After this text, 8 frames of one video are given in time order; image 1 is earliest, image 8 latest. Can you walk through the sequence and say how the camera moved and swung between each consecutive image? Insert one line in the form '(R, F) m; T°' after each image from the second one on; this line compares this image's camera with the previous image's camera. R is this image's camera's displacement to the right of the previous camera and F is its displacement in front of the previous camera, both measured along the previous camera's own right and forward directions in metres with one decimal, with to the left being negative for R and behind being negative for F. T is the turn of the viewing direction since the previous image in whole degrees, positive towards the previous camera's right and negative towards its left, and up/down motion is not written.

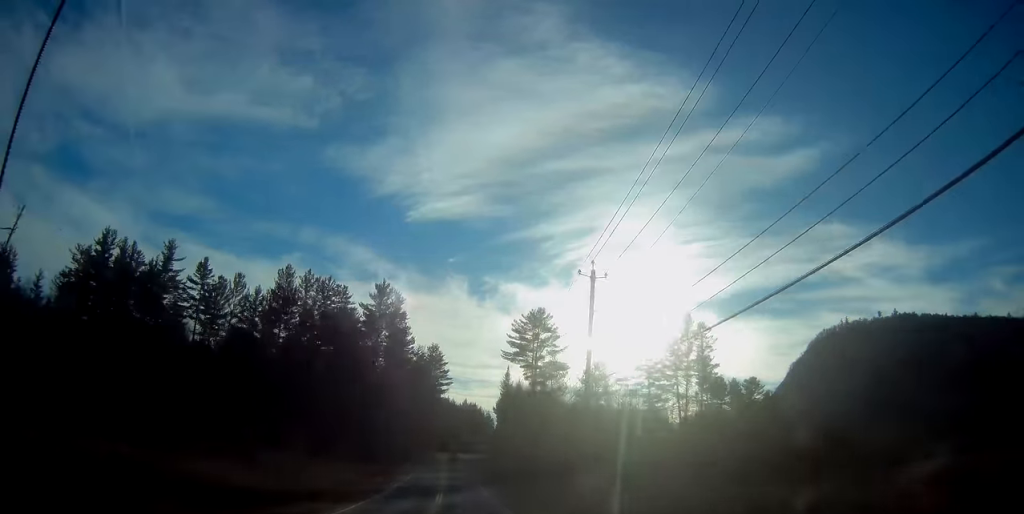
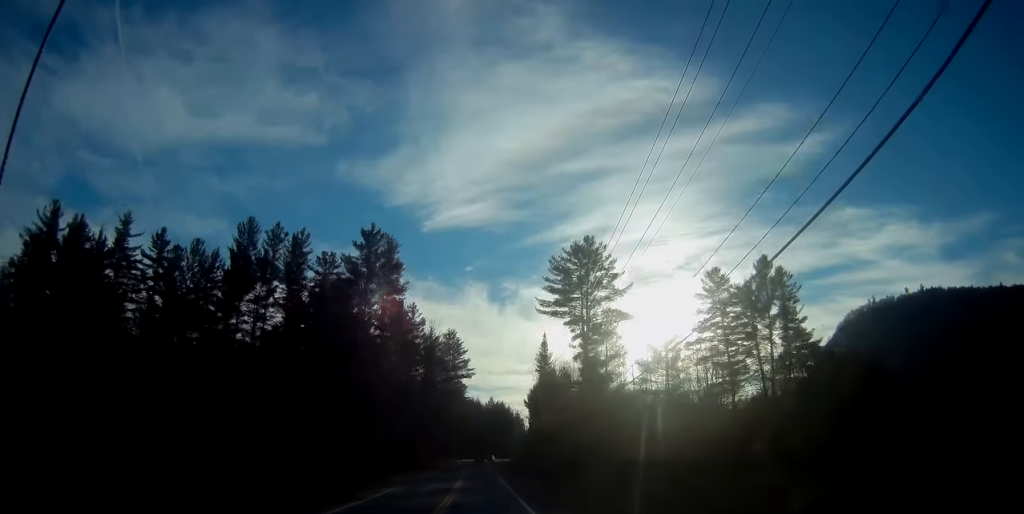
(-0.7, +27.3) m; -2°
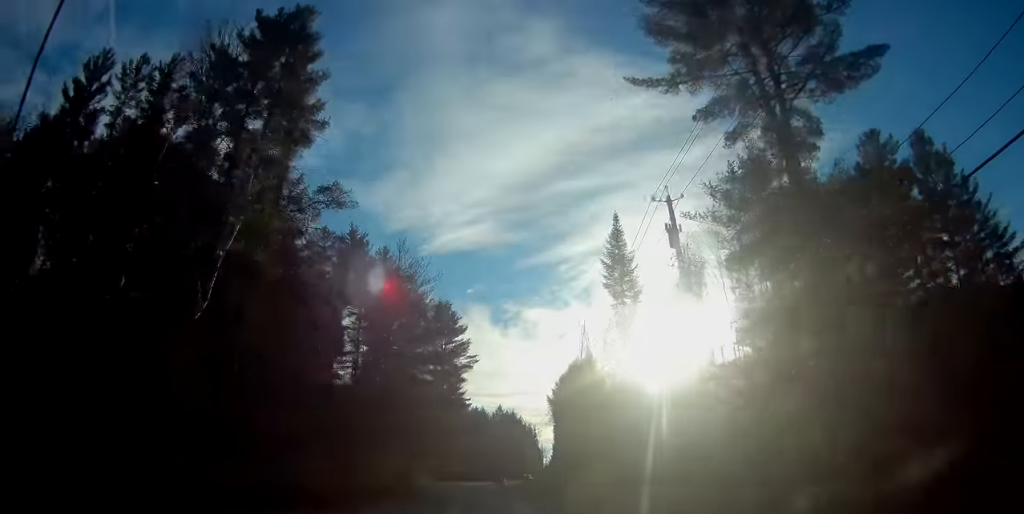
(-0.6, +43.5) m; -2°
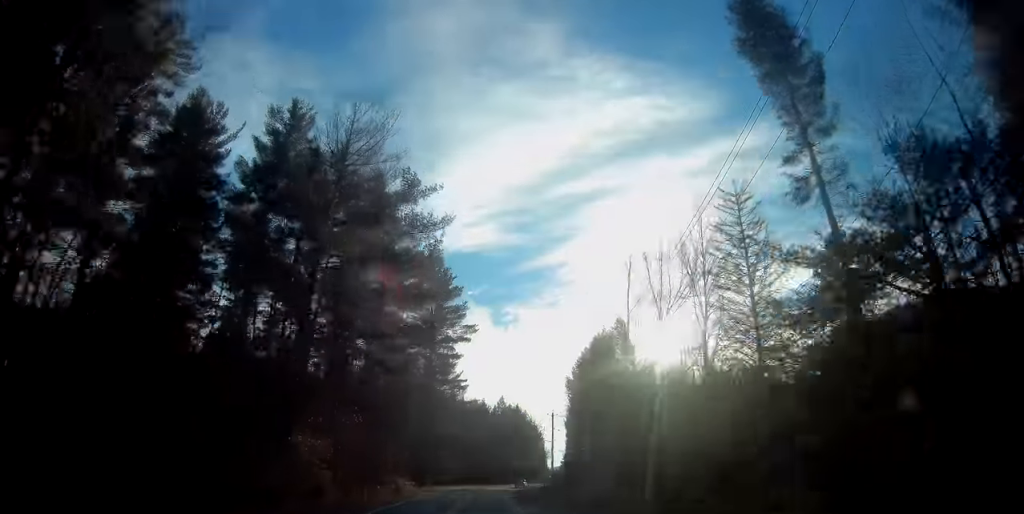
(-0.3, +23.4) m; 0°
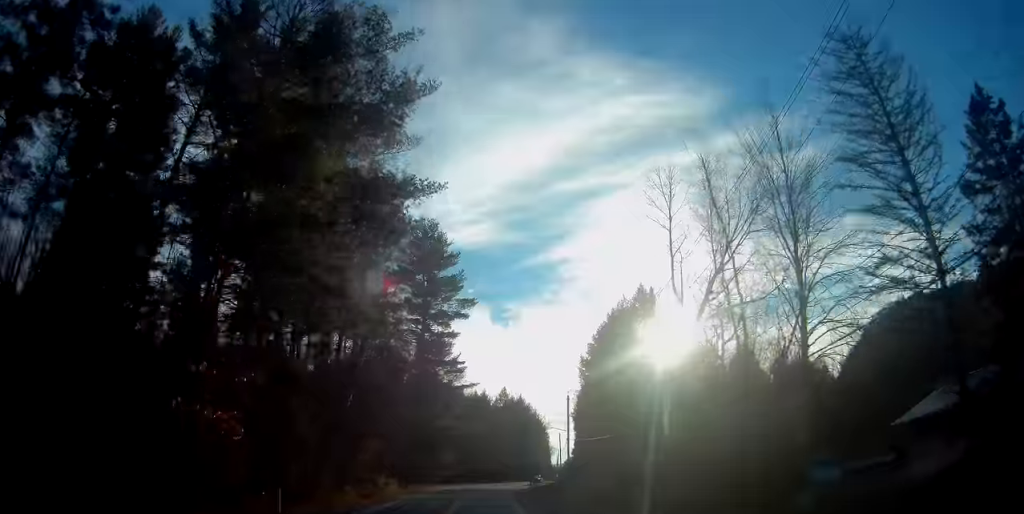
(+0.2, +11.7) m; +1°
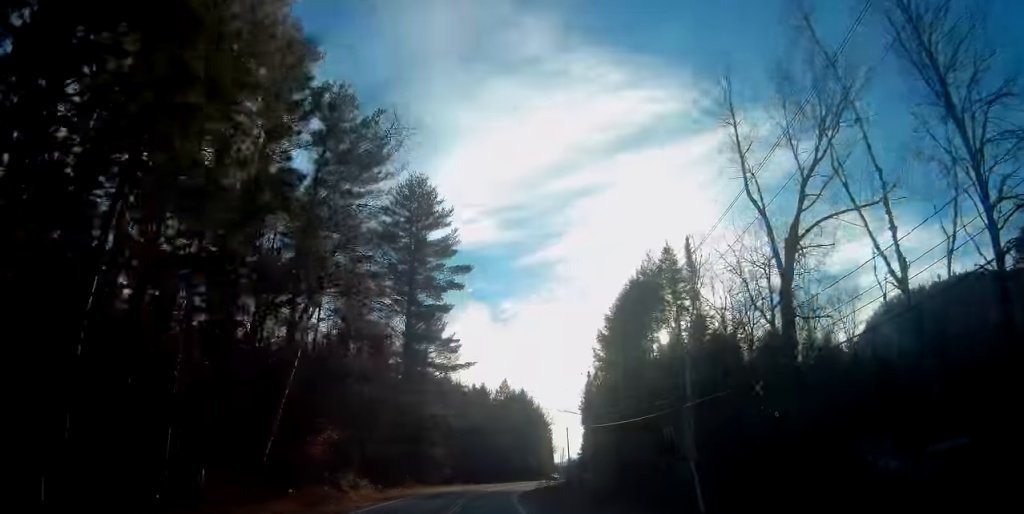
(0.0, +11.8) m; 0°
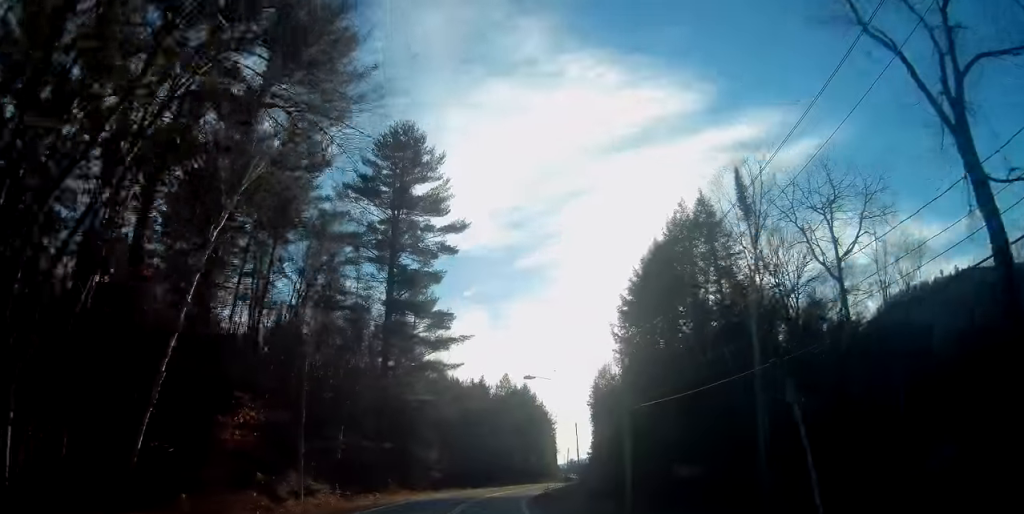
(0.0, +11.1) m; 0°
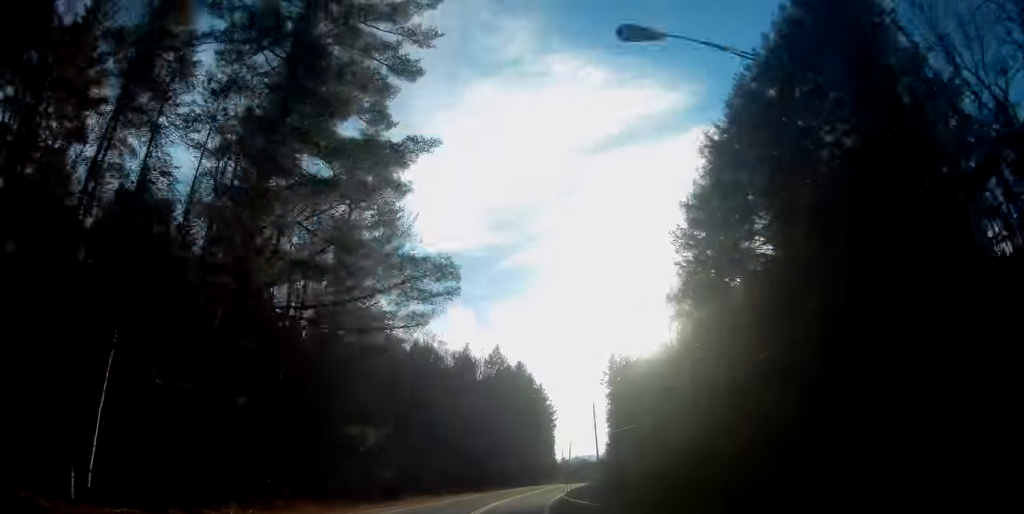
(-0.2, +26.1) m; +1°
